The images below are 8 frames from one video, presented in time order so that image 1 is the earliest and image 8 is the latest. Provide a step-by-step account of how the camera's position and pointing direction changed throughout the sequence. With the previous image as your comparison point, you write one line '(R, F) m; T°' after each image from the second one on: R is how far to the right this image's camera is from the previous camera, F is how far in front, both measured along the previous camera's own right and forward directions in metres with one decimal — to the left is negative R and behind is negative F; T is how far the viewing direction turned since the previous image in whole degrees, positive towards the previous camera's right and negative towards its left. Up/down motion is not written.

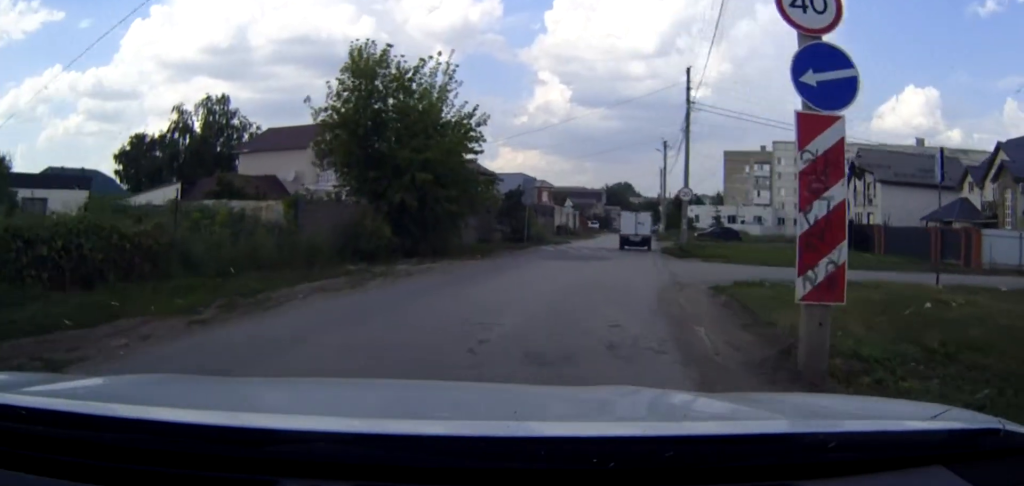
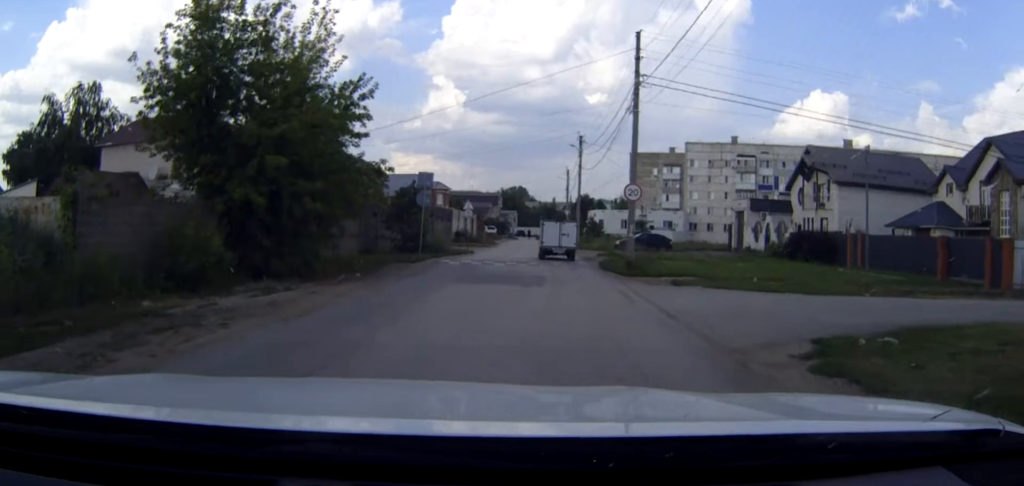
(+0.4, +8.9) m; +7°
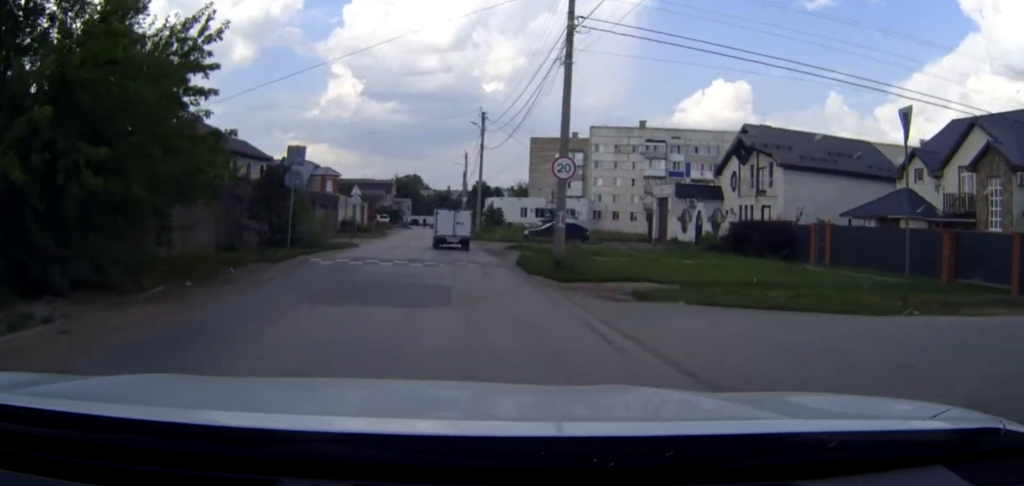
(+0.5, +7.1) m; +7°
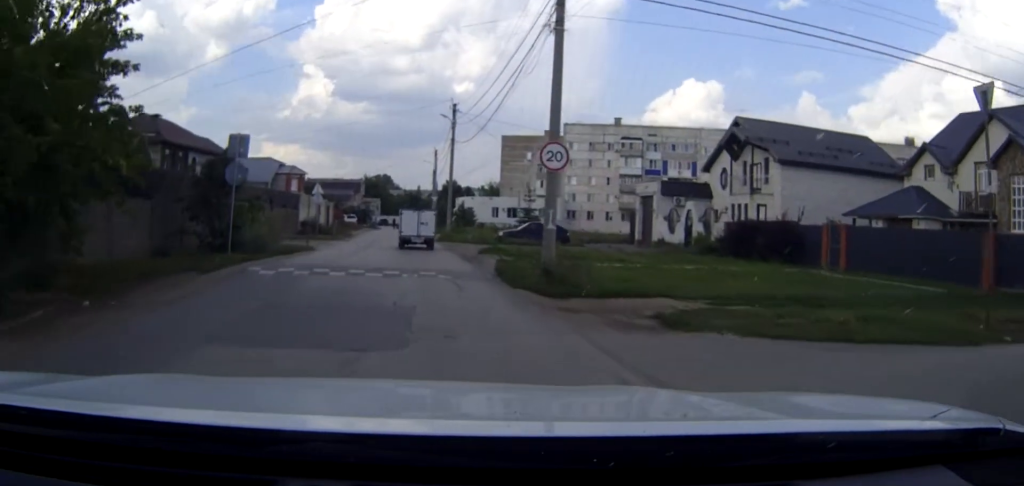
(+0.1, +3.9) m; +2°
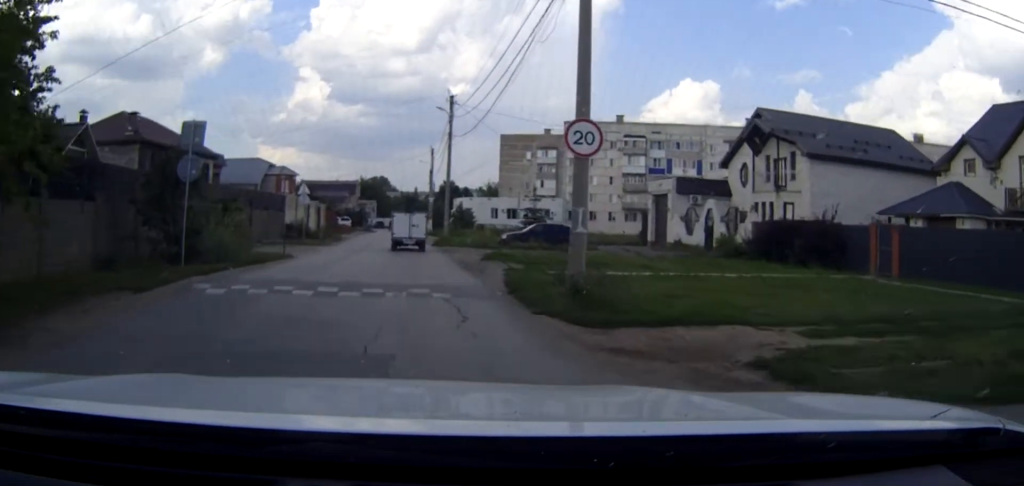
(+0.1, +4.0) m; +1°
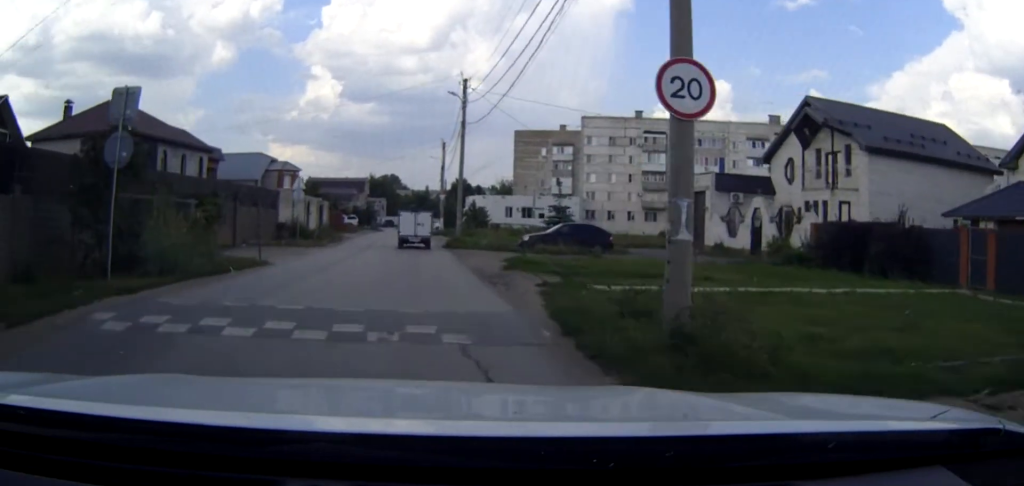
(0.0, +5.0) m; -1°
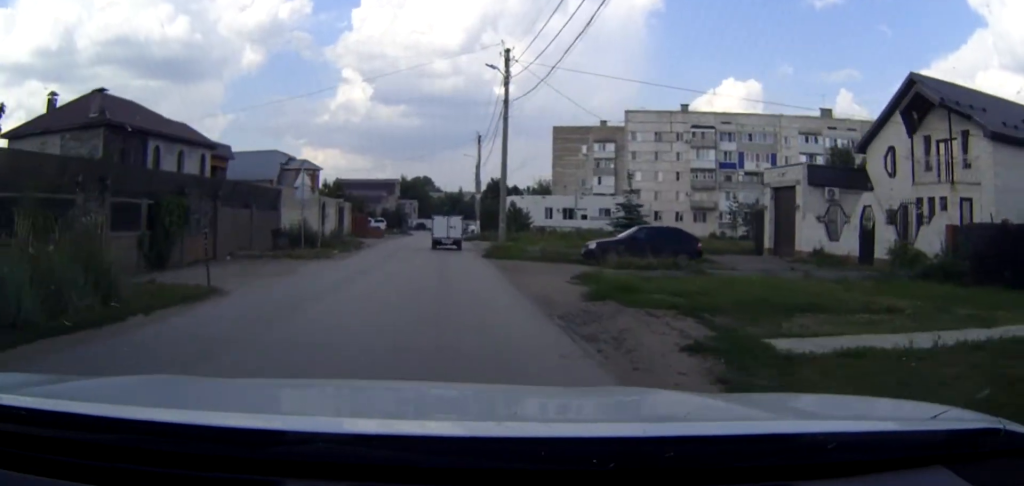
(-0.1, +7.7) m; -2°
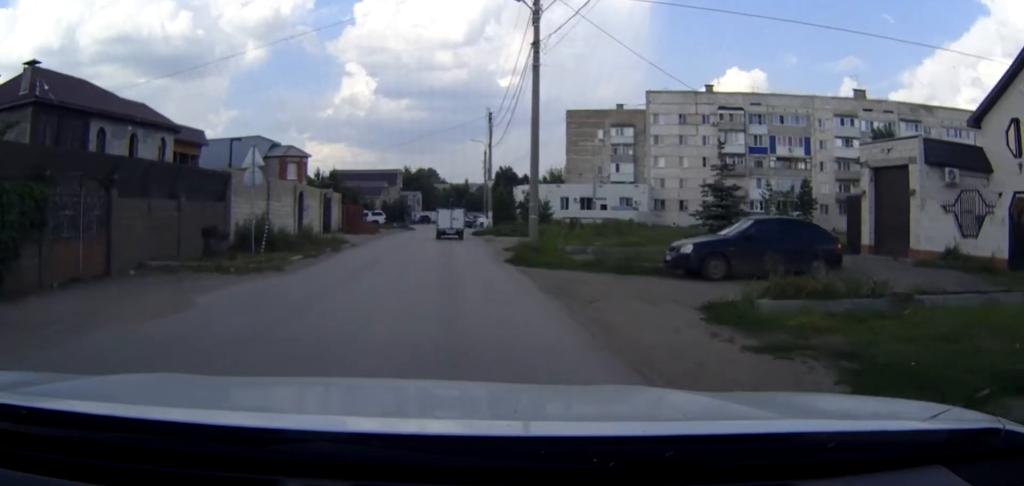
(-0.1, +9.8) m; -1°
